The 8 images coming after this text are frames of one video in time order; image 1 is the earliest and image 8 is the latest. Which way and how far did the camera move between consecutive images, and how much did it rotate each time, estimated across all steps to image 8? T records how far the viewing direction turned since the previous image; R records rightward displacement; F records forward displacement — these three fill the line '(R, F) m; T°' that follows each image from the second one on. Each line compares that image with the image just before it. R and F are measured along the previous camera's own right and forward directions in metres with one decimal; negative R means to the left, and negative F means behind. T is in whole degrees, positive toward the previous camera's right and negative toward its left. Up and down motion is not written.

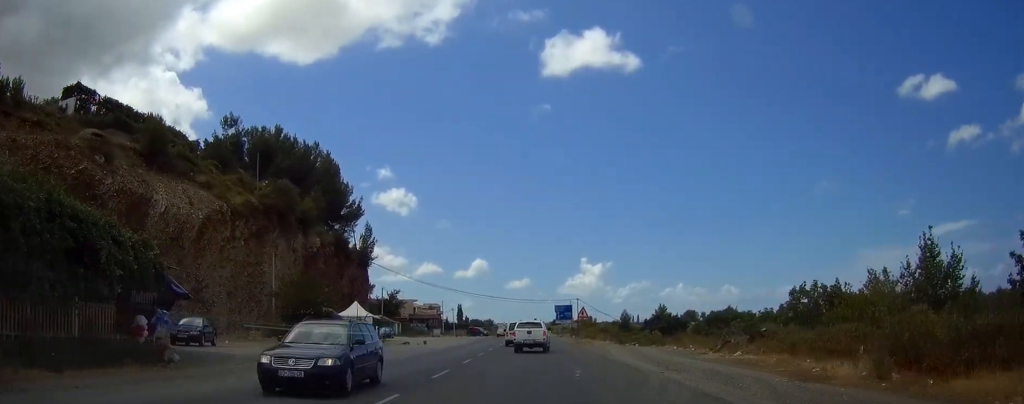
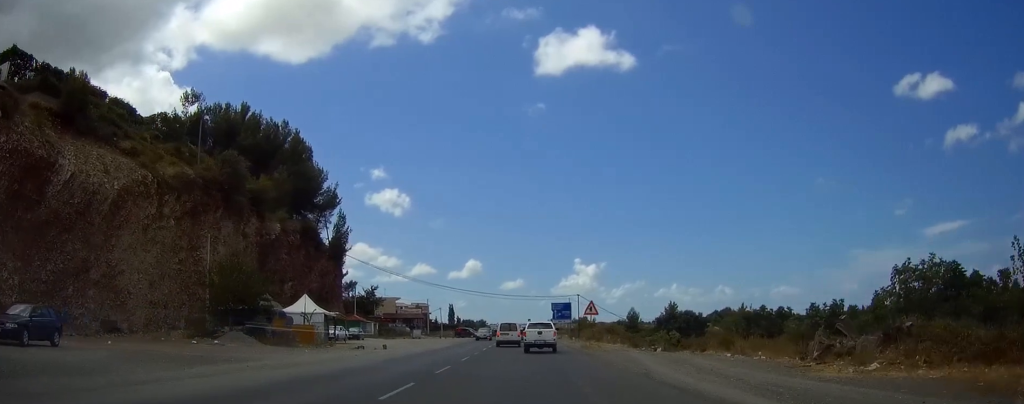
(0.0, +13.5) m; 0°
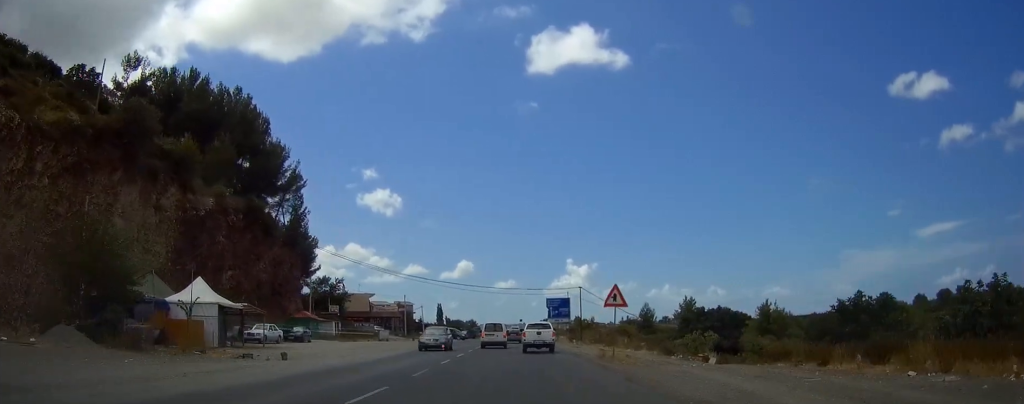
(+0.1, +17.0) m; +1°
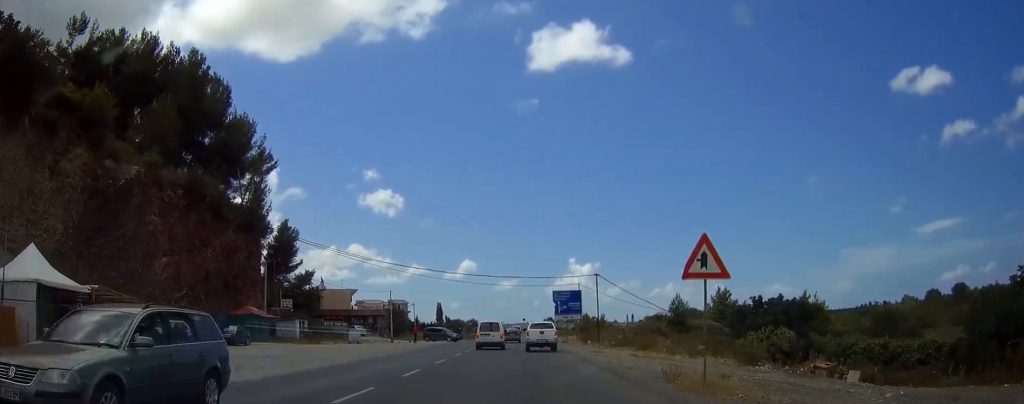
(0.0, +14.9) m; 0°
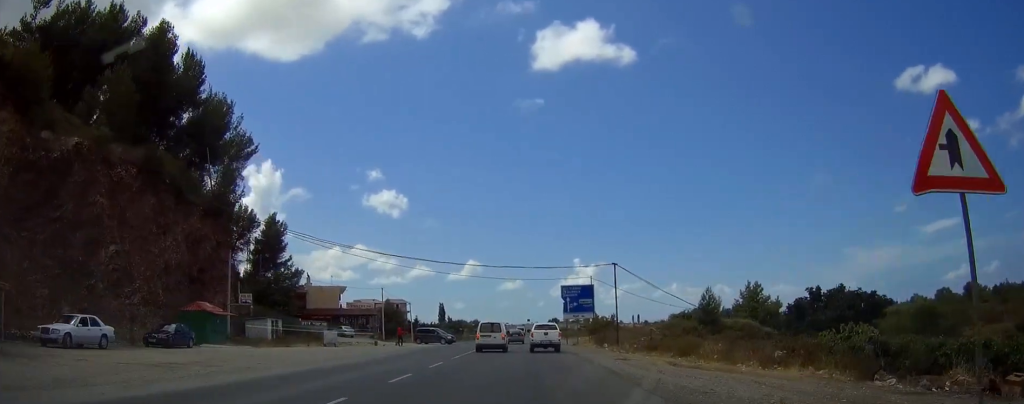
(0.0, +9.3) m; 0°
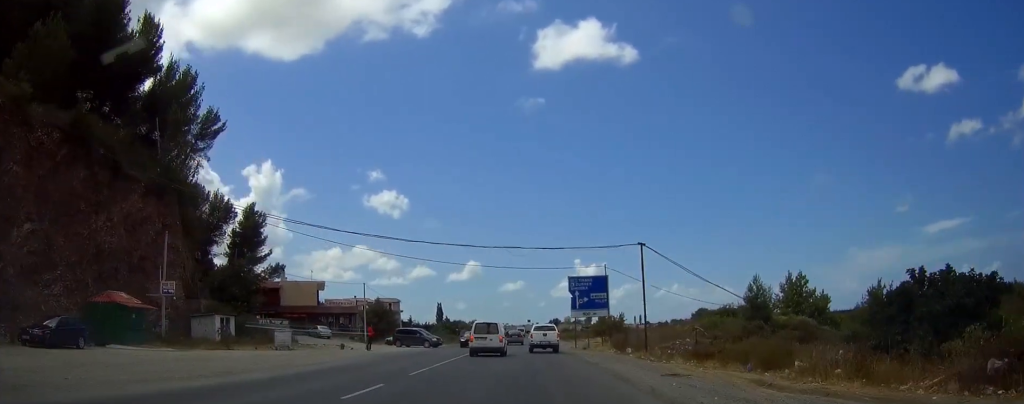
(+0.1, +11.1) m; +1°
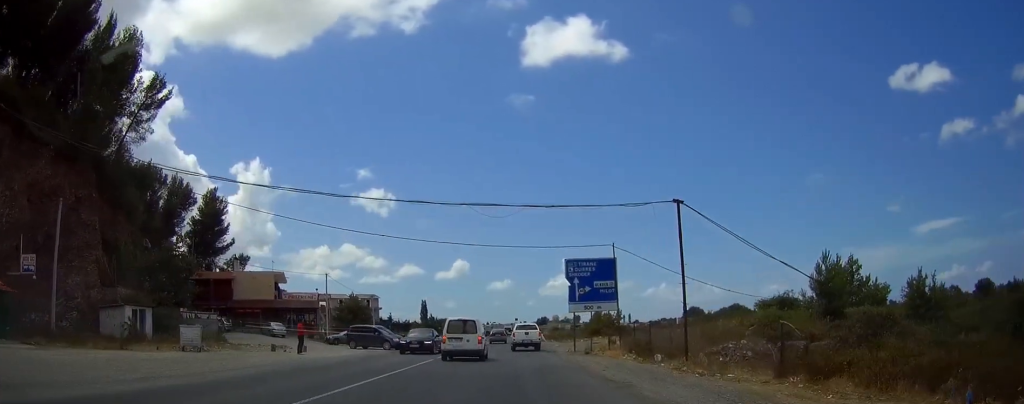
(+0.1, +11.5) m; 0°
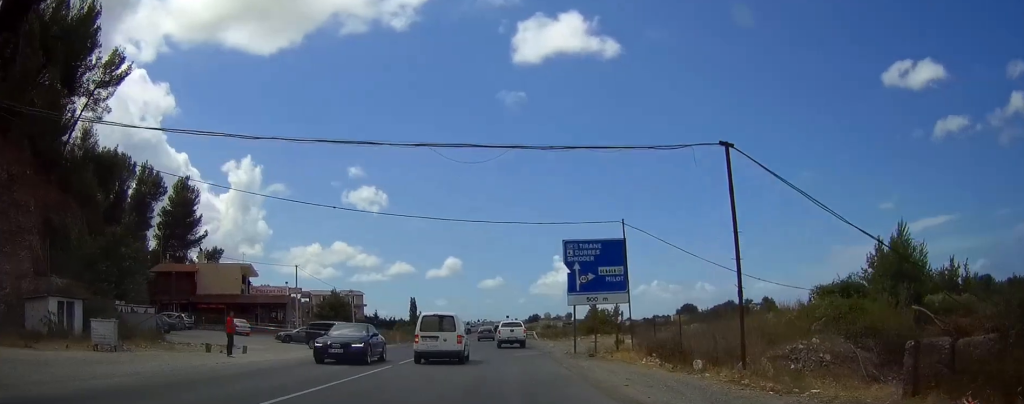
(0.0, +7.3) m; 0°
